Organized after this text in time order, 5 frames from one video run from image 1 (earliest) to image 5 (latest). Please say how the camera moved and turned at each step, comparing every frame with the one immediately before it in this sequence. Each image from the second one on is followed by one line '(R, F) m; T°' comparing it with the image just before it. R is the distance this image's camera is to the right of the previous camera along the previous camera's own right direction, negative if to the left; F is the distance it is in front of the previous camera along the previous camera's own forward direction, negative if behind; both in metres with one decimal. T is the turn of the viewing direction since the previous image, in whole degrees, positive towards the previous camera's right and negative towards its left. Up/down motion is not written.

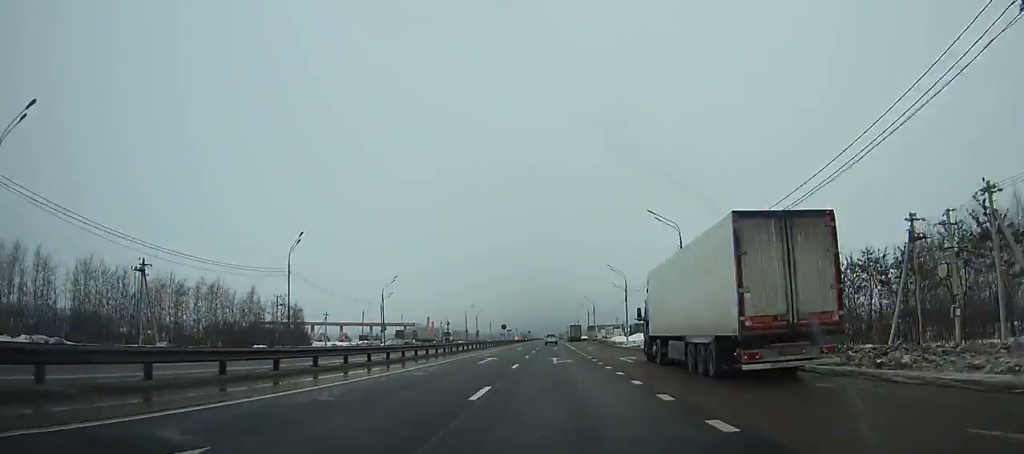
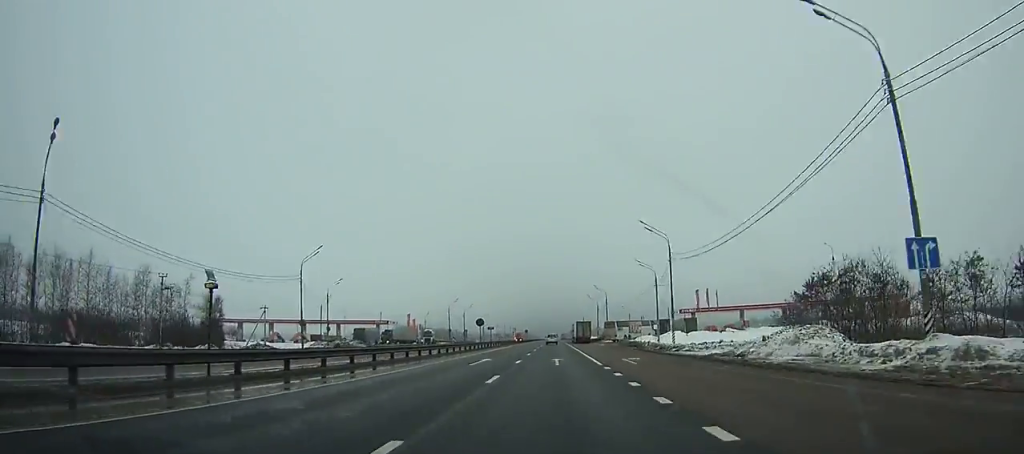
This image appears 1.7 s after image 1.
(0.0, +32.3) m; 0°
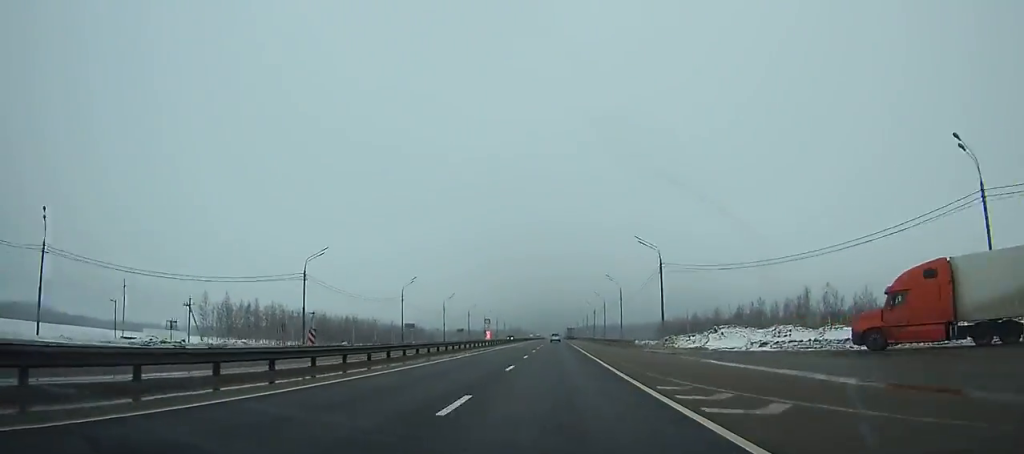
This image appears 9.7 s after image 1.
(+0.5, +165.4) m; 0°
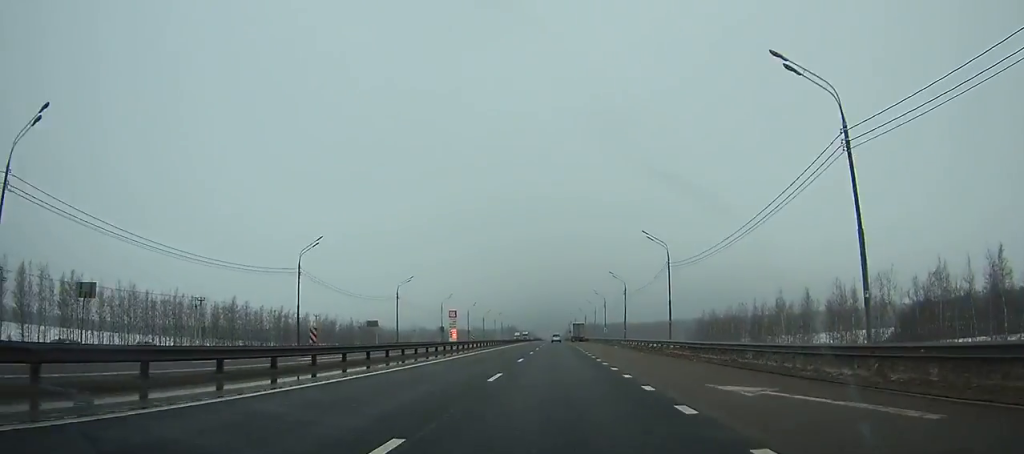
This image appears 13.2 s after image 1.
(0.0, +78.2) m; 0°
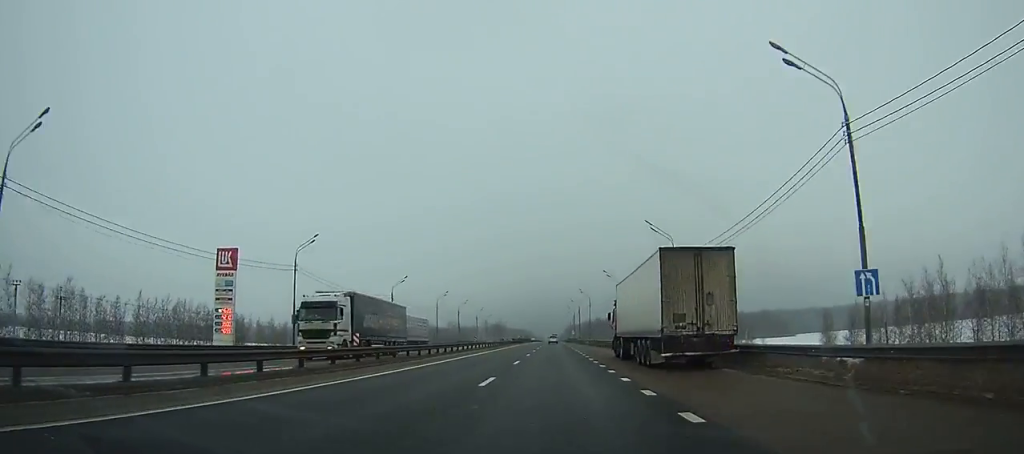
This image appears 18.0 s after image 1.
(-0.1, +111.8) m; 0°
